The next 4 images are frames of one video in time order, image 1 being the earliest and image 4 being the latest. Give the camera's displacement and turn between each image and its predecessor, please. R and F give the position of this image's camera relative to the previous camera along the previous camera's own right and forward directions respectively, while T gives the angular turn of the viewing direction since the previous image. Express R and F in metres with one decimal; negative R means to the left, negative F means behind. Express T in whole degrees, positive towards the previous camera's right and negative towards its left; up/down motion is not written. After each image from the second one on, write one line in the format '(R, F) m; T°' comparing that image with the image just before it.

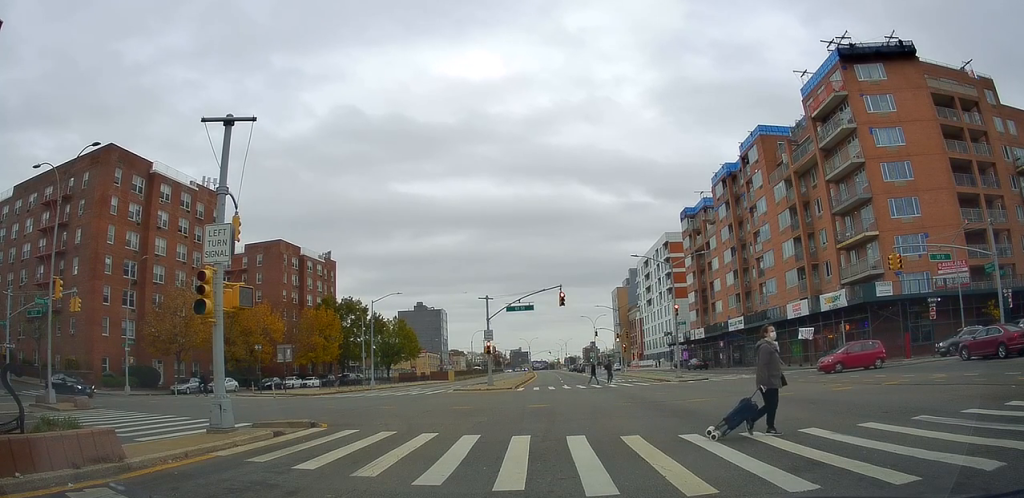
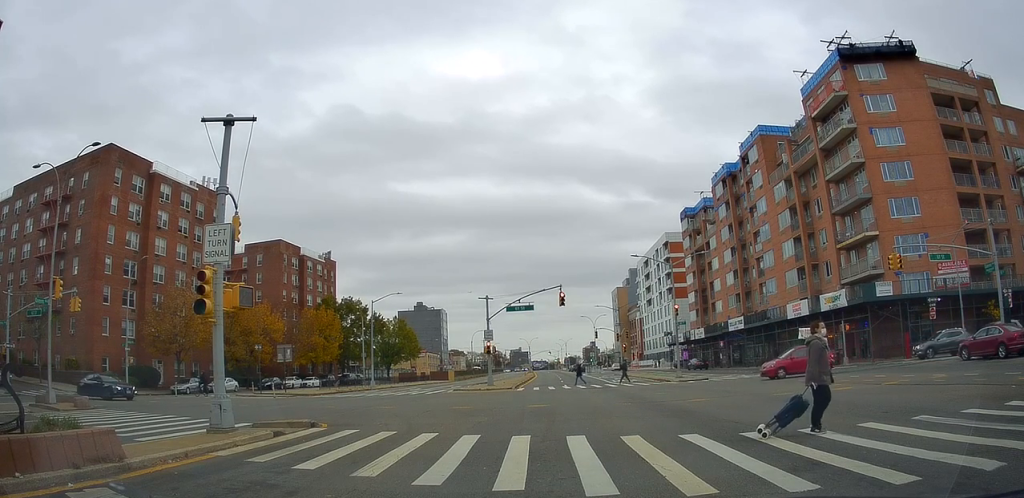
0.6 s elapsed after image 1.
(-0.1, +0.2) m; 0°
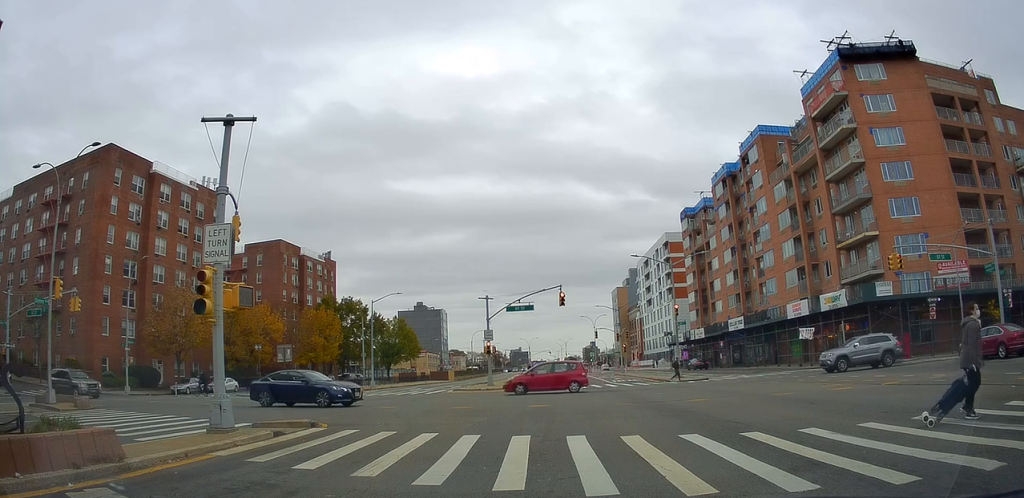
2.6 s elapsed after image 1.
(0.0, 0.0) m; 0°
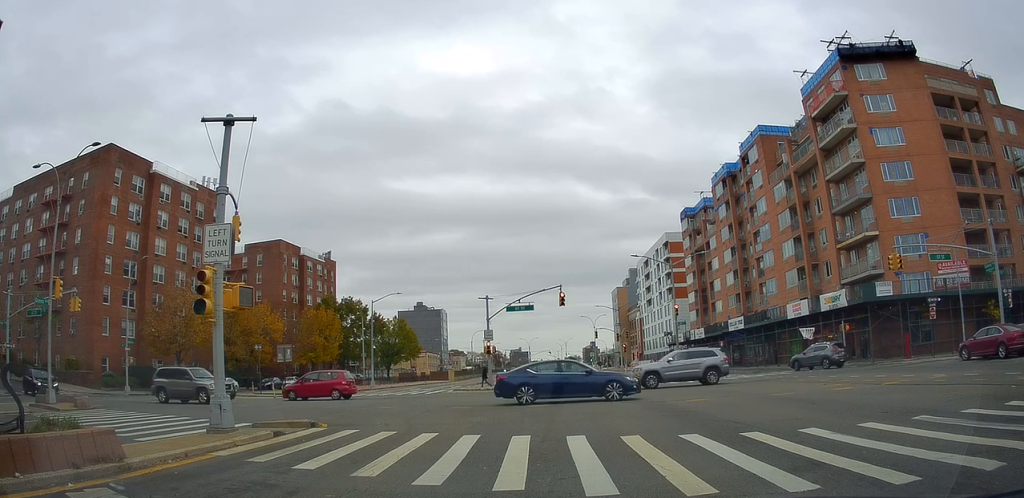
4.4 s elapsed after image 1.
(0.0, 0.0) m; 0°
